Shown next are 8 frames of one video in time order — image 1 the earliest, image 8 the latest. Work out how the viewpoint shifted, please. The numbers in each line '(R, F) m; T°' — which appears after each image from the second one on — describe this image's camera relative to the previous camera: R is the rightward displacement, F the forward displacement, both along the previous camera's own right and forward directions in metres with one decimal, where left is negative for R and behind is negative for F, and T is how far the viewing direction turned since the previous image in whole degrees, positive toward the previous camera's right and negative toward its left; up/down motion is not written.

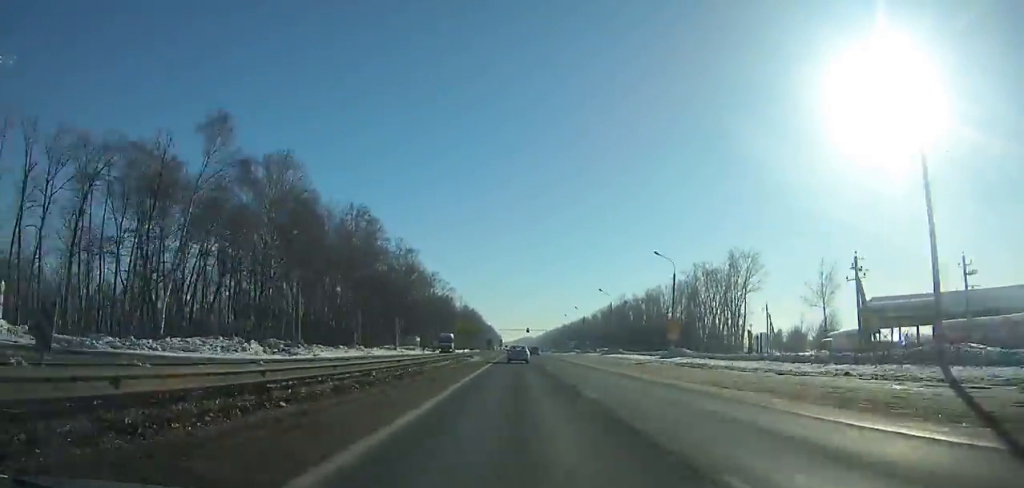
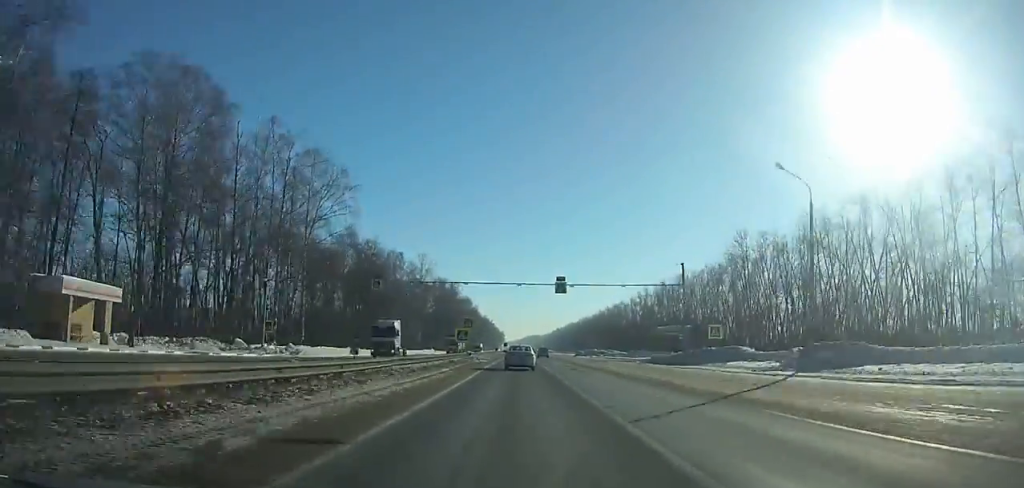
(-0.6, +126.6) m; 0°
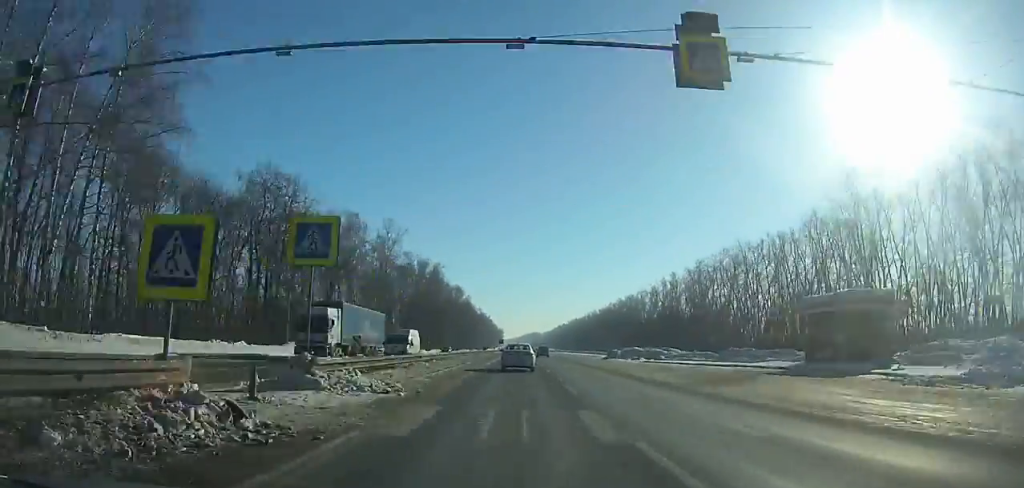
(0.0, +40.9) m; 0°
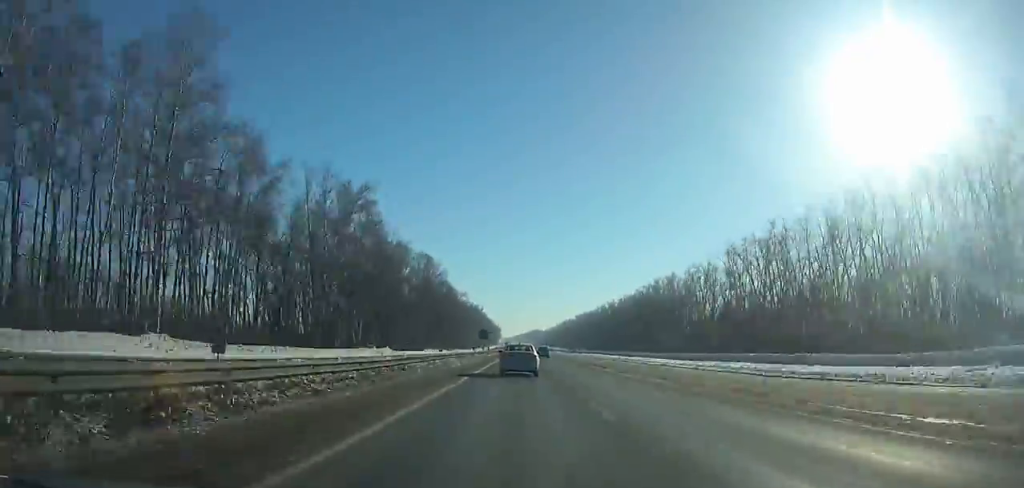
(+0.1, +77.9) m; 0°
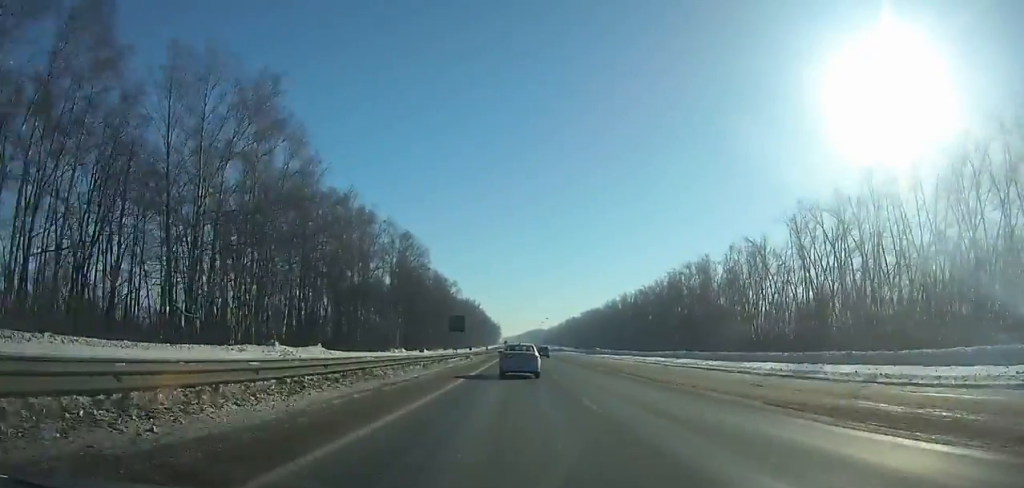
(-0.1, +35.2) m; 0°
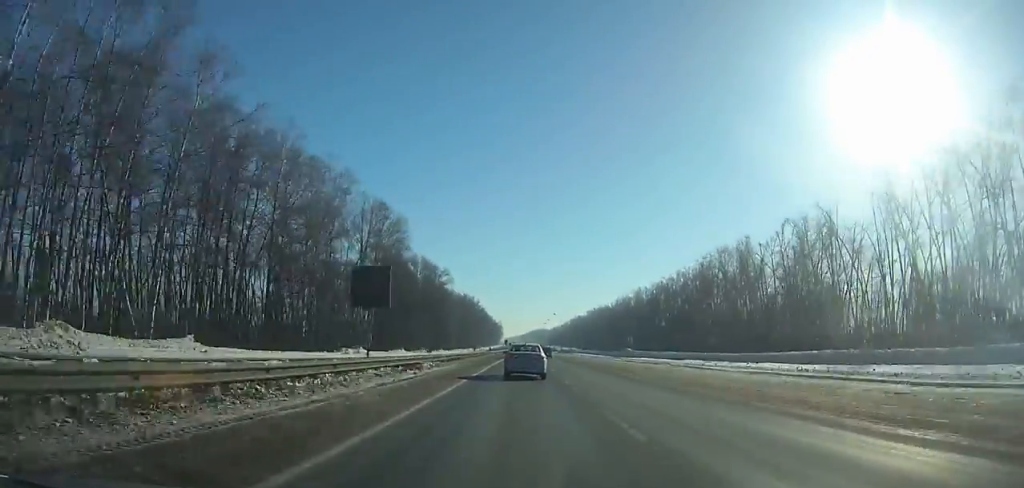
(0.0, +28.1) m; 0°
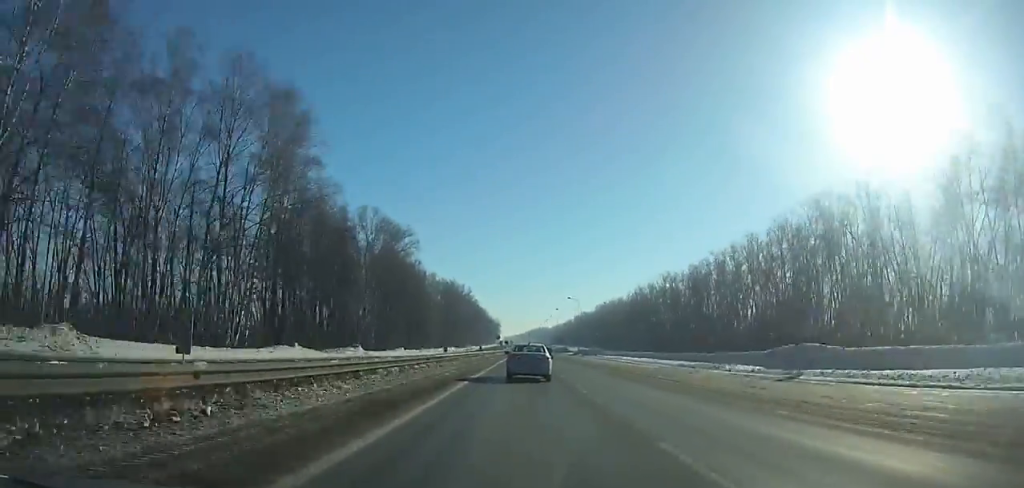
(0.0, +51.3) m; 0°
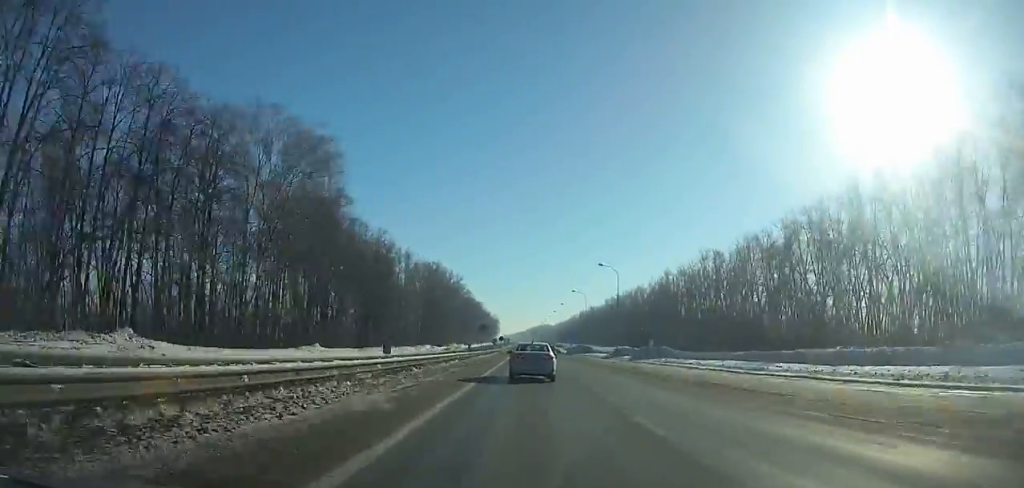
(0.0, +44.2) m; 0°
